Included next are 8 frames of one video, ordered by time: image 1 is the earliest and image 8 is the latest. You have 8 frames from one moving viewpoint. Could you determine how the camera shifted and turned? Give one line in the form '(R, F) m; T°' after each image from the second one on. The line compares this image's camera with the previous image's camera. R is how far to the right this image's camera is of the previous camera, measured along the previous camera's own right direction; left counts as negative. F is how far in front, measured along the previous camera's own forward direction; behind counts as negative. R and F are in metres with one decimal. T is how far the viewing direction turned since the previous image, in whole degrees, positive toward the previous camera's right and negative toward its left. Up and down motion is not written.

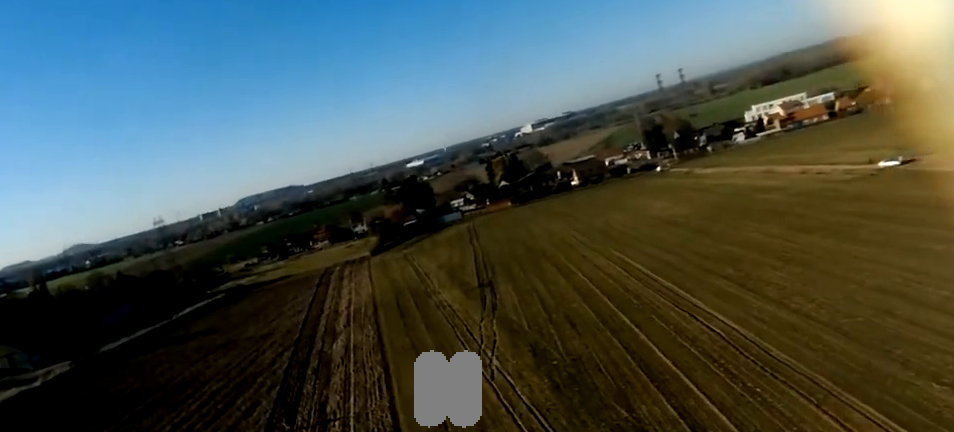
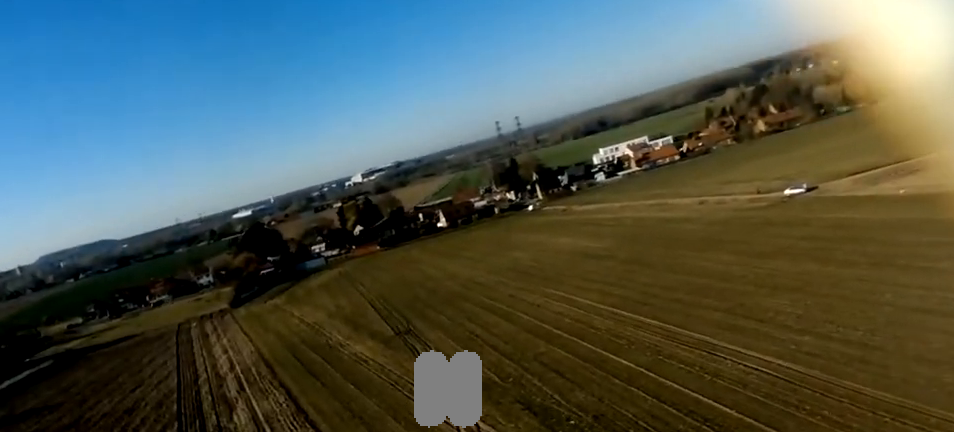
(+5.7, +22.3) m; +22°
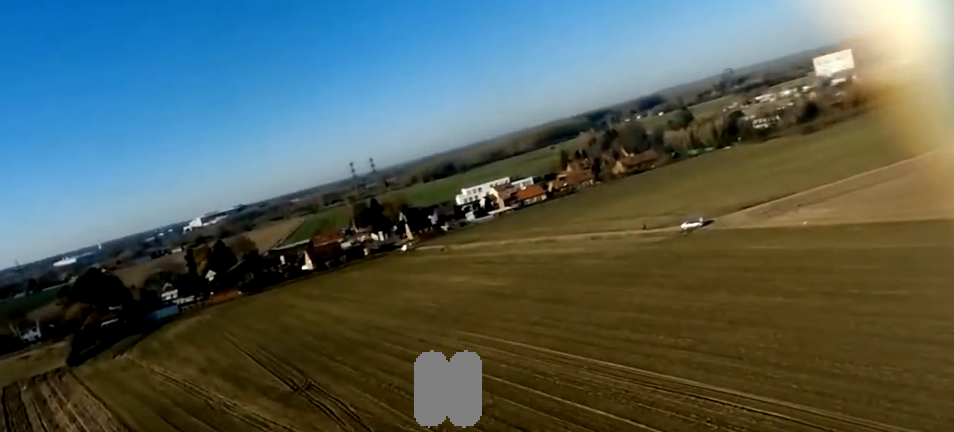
(+1.5, +15.8) m; +10°
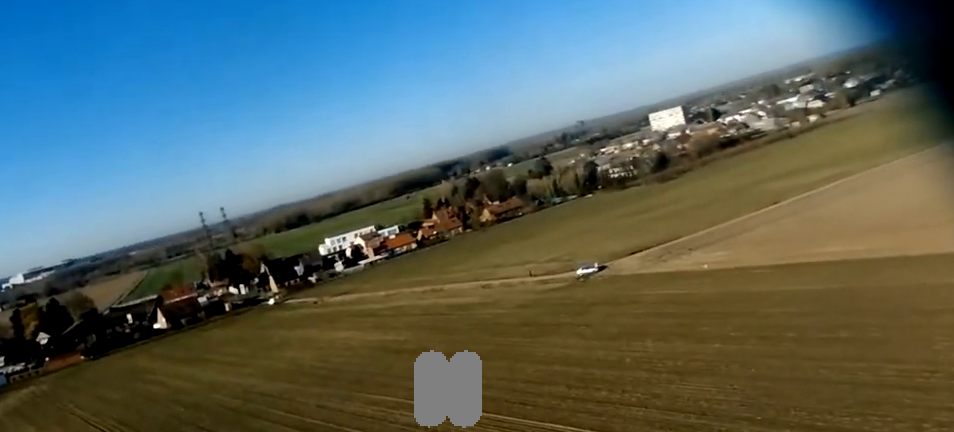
(+0.8, +11.5) m; +8°
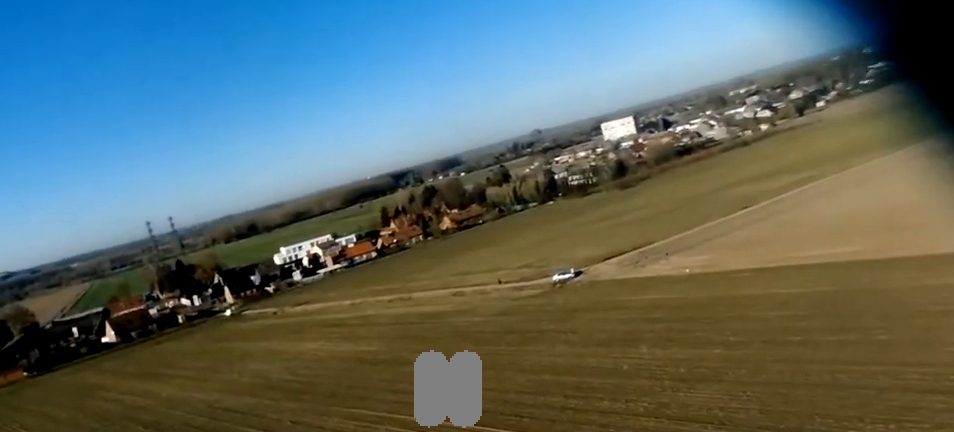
(+0.2, +5.8) m; +4°
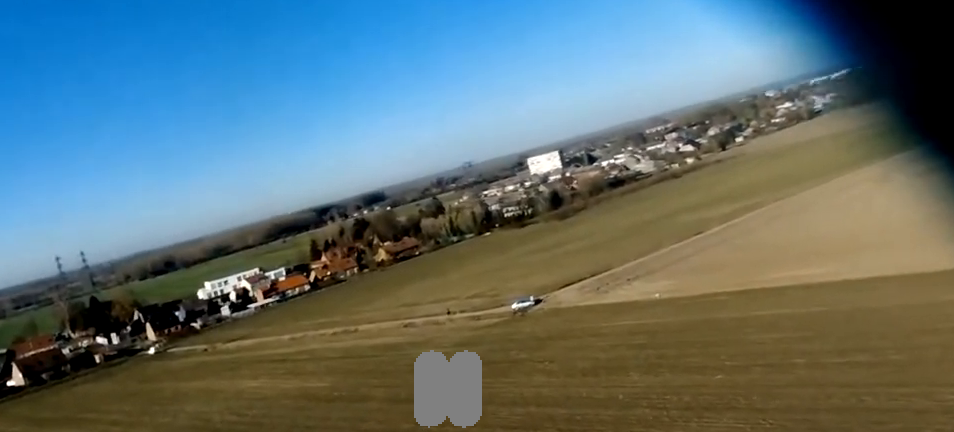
(+0.3, +9.2) m; +6°
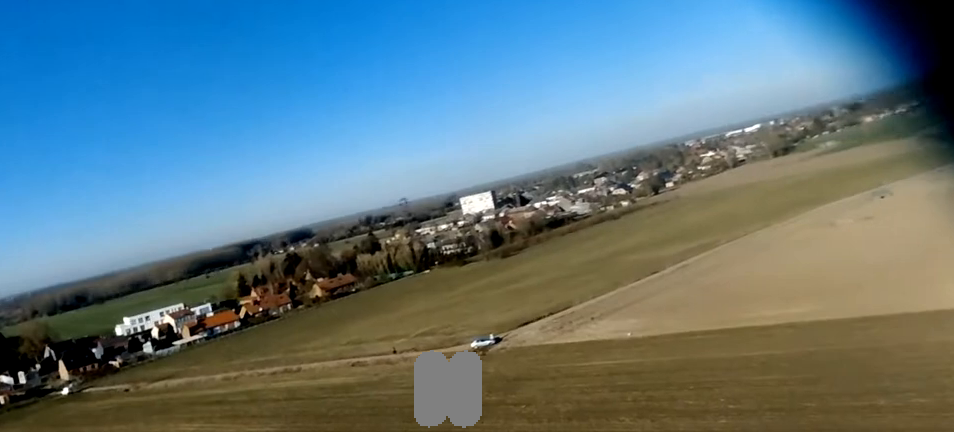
(+0.6, +9.5) m; +5°
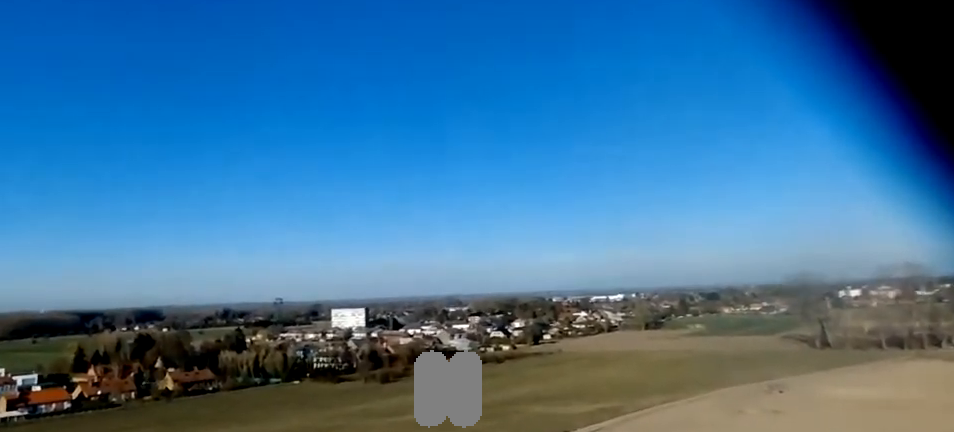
(+0.9, +15.7) m; +4°
